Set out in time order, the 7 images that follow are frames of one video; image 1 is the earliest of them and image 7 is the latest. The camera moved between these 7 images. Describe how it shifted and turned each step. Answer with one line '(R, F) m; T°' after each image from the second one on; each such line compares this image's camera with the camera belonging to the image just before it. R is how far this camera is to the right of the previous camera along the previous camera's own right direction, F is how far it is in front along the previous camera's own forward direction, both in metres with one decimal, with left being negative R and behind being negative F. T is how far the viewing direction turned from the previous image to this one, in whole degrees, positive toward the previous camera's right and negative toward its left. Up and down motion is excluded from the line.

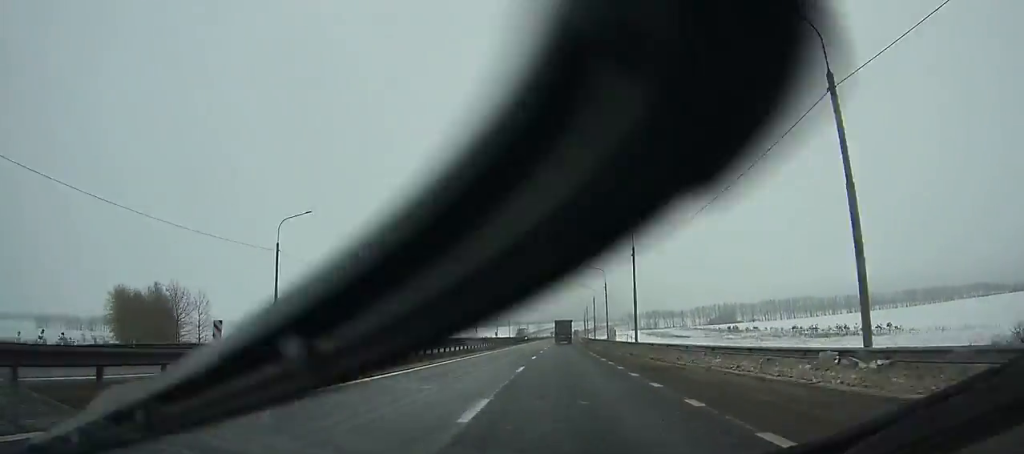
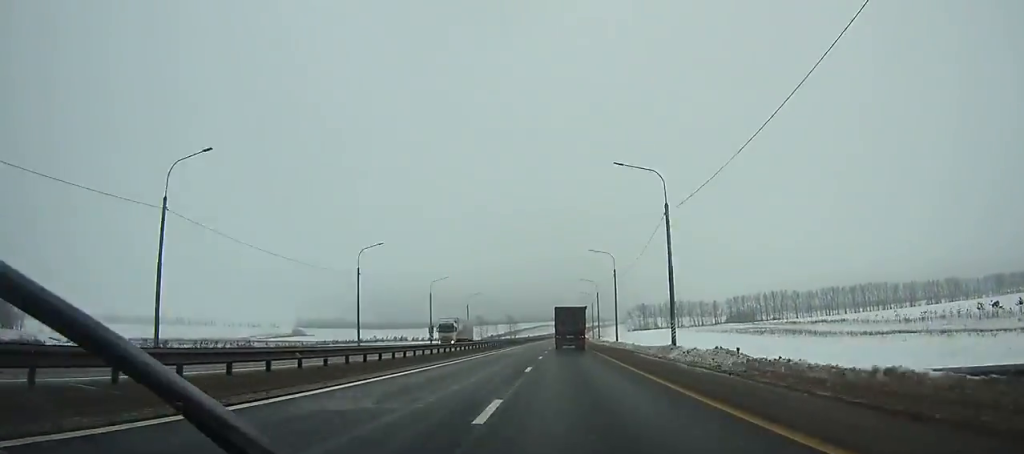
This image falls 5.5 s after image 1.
(+2.2, +156.8) m; +1°
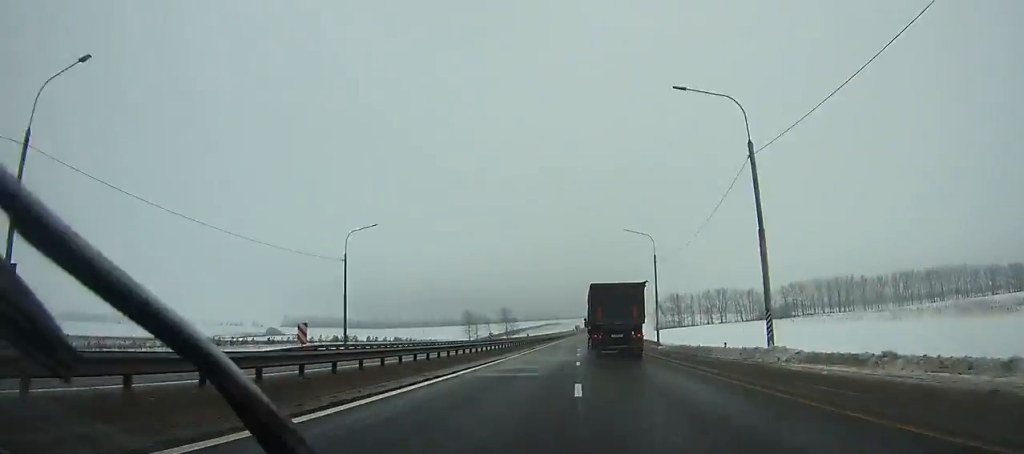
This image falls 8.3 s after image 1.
(0.0, +80.2) m; +1°
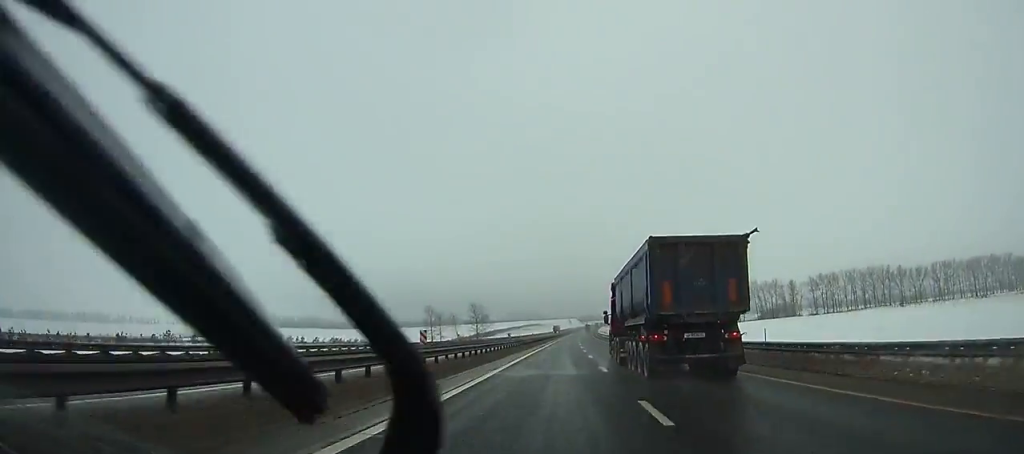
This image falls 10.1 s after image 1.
(+0.4, +51.8) m; +1°
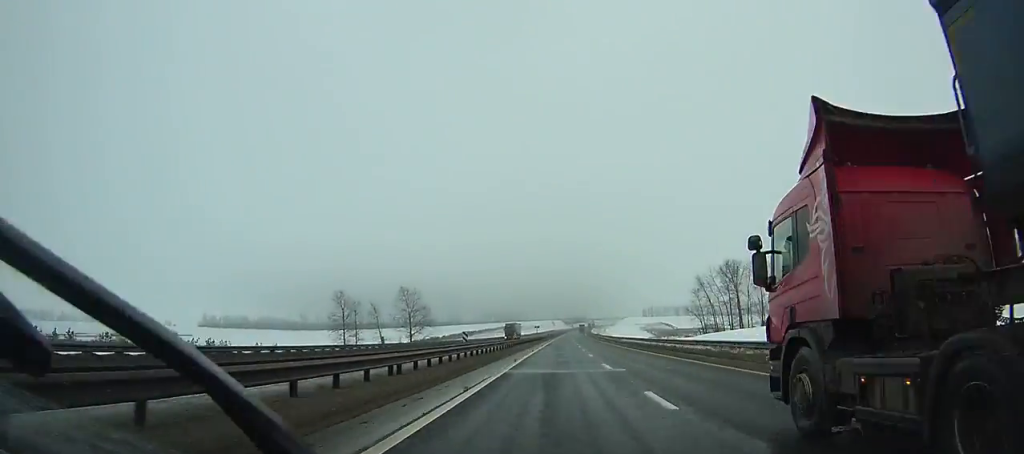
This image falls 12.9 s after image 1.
(+1.0, +80.8) m; +1°
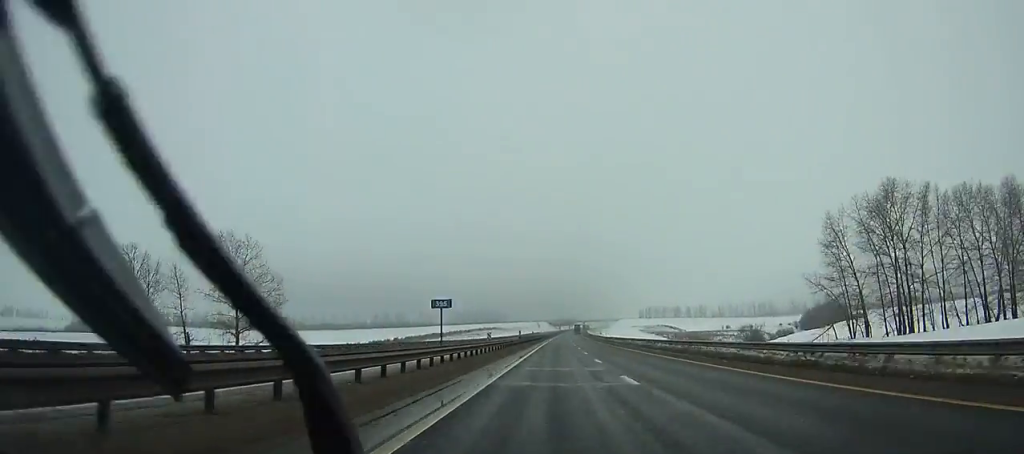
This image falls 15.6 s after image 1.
(+0.9, +78.2) m; +1°
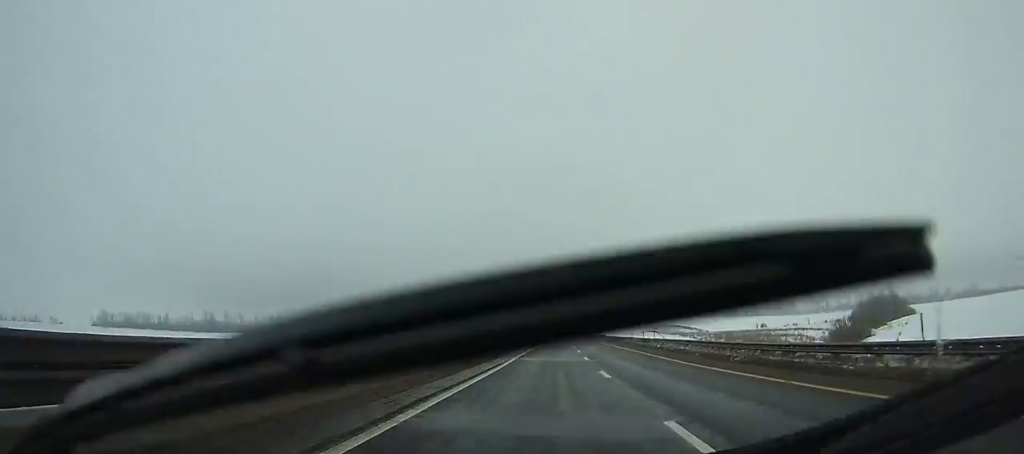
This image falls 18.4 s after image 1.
(+1.0, +81.2) m; +1°
